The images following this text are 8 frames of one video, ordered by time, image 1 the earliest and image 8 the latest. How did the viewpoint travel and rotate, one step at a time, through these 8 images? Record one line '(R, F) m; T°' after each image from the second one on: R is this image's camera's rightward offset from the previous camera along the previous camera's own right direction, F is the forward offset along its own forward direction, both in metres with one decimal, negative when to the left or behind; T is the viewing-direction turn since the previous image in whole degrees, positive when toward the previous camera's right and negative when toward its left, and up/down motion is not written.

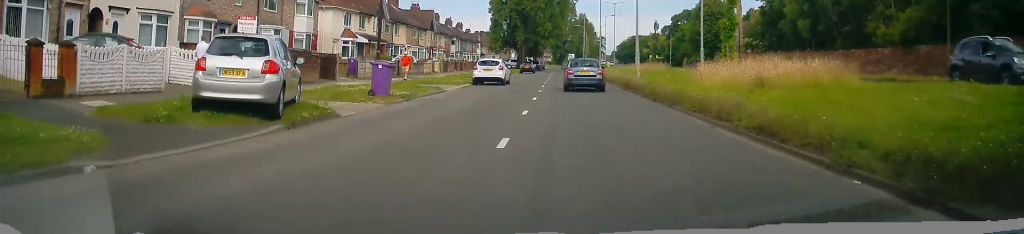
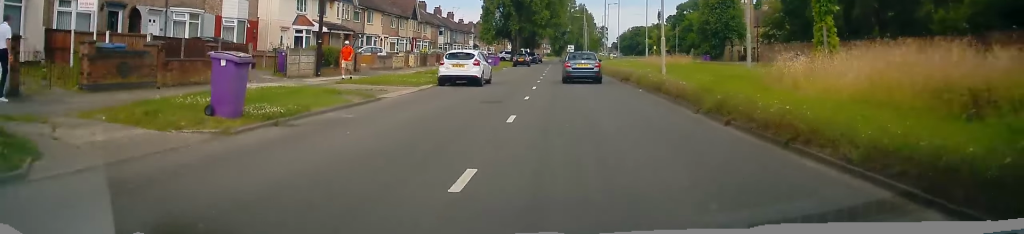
(-0.1, +8.9) m; -2°
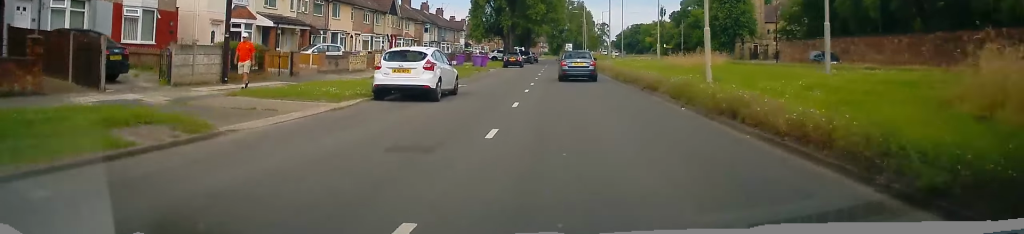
(-0.1, +8.1) m; -1°
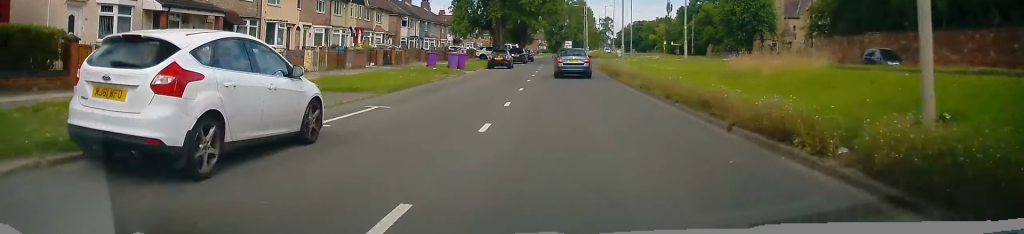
(-0.3, +10.8) m; +1°
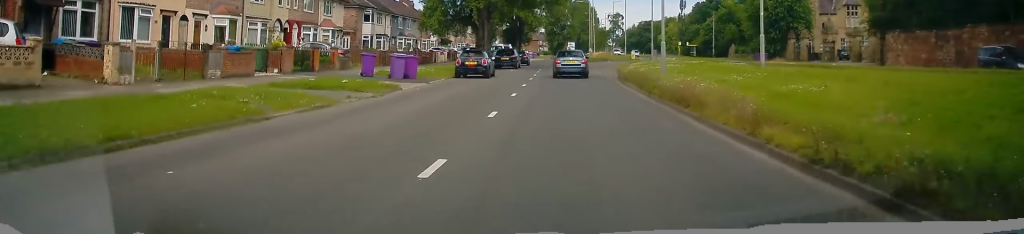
(+0.6, +14.1) m; 0°
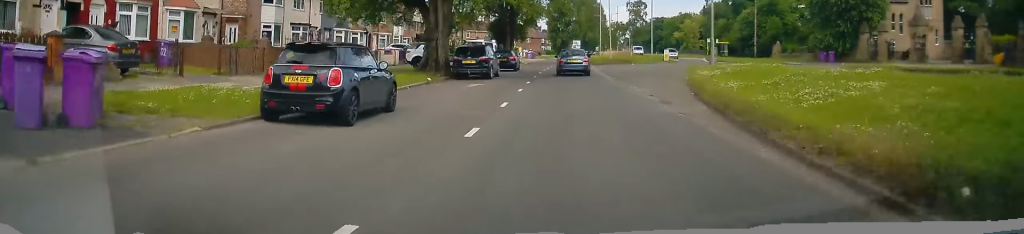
(-0.6, +19.8) m; -1°
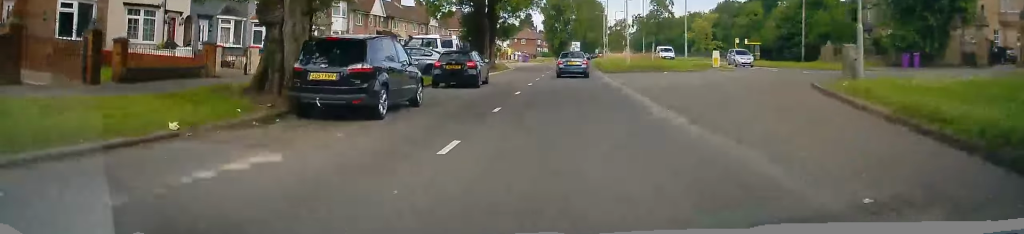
(+0.2, +16.8) m; +1°
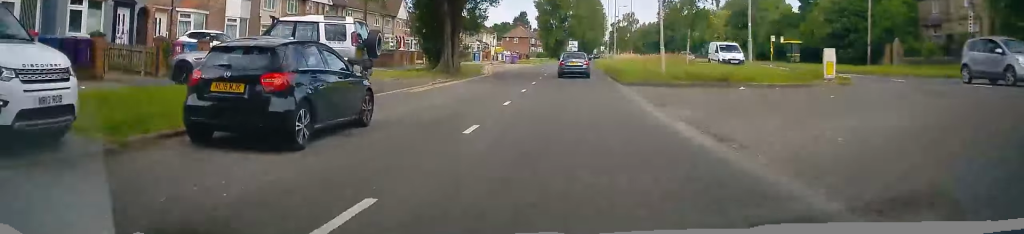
(0.0, +15.2) m; +1°
